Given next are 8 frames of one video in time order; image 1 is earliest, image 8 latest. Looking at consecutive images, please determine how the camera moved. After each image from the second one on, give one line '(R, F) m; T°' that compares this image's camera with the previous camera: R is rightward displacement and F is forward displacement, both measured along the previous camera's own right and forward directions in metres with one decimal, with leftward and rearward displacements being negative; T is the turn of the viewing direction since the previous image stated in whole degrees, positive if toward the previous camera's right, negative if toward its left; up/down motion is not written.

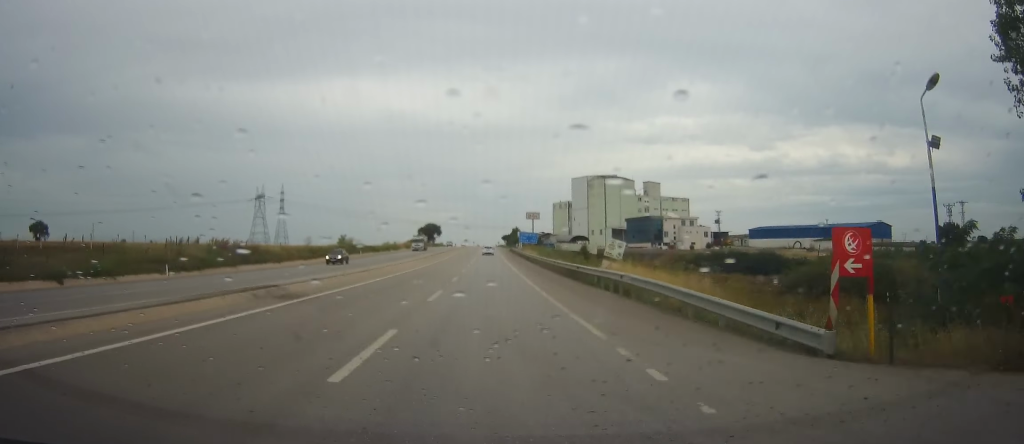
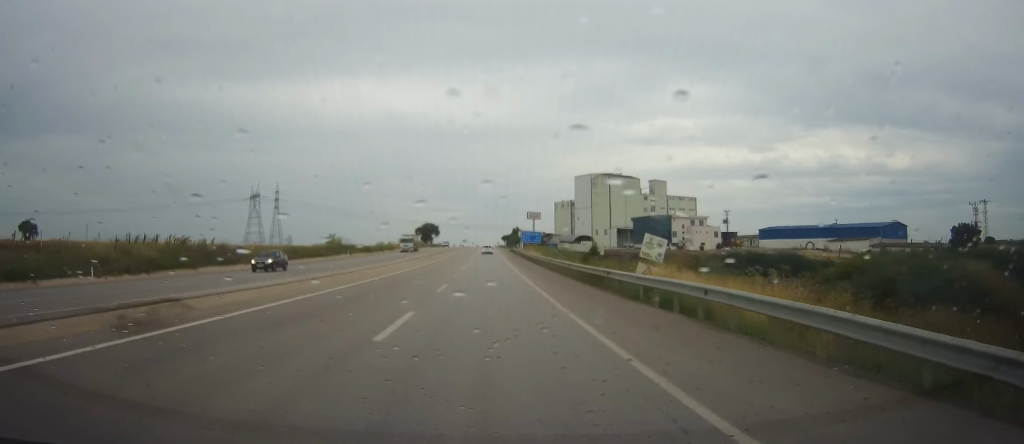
(-0.2, +8.9) m; 0°
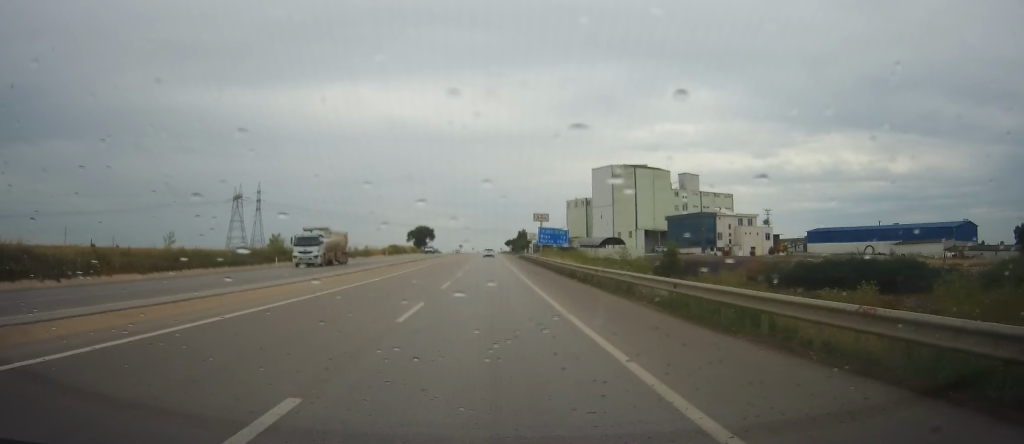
(0.0, +33.5) m; +1°
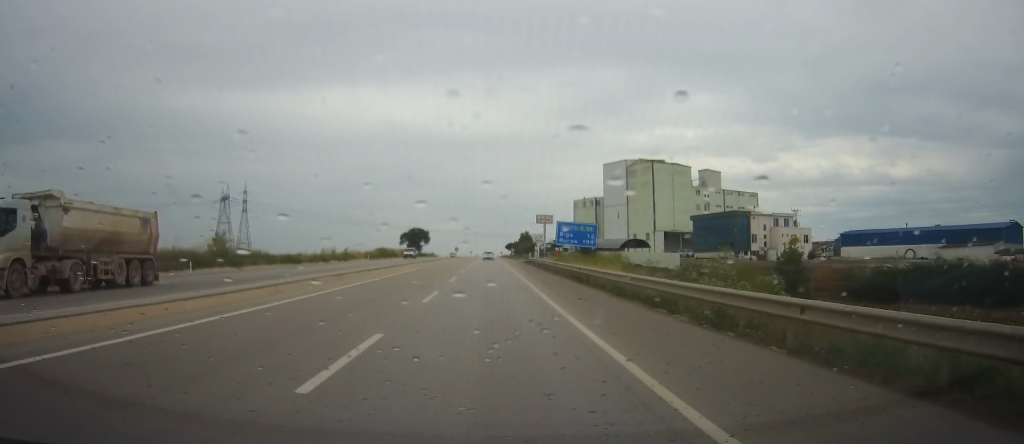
(+0.2, +19.1) m; 0°
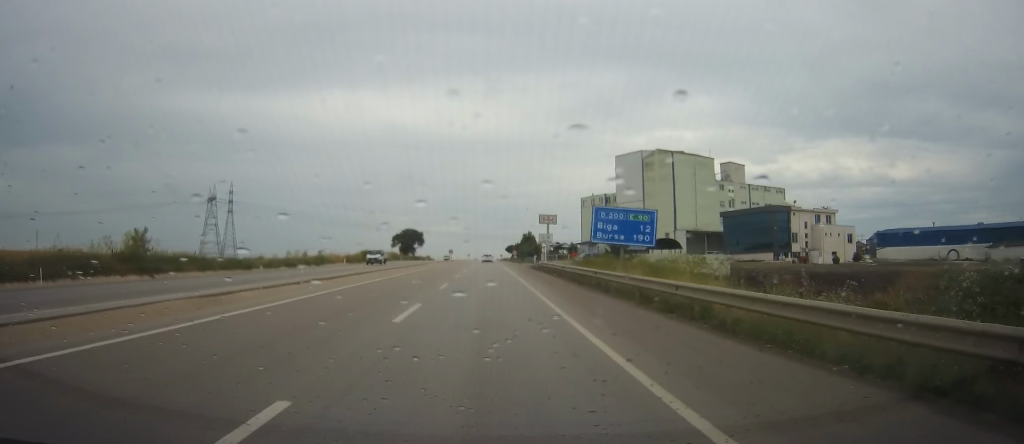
(-0.1, +18.9) m; -1°
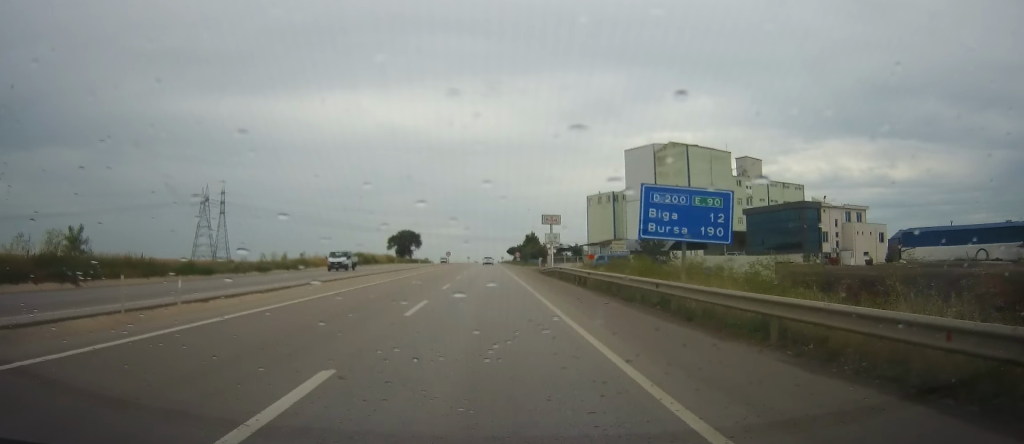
(0.0, +9.7) m; 0°
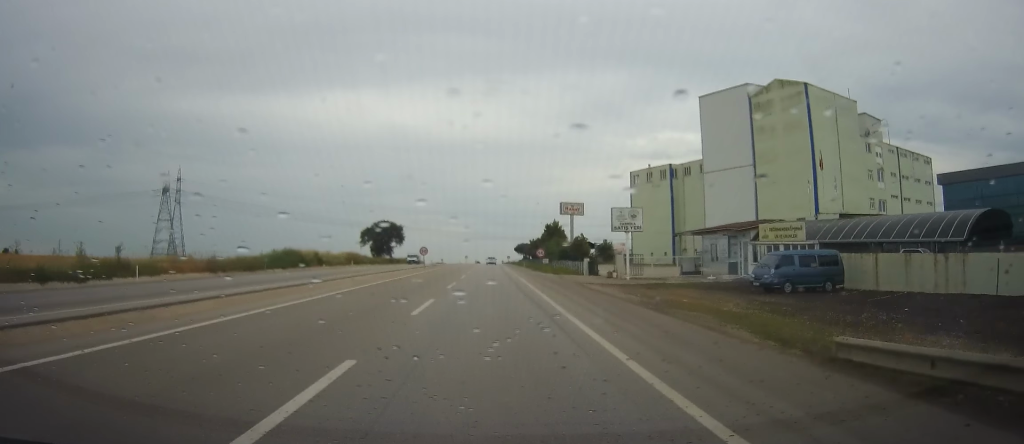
(+0.9, +48.5) m; +2°
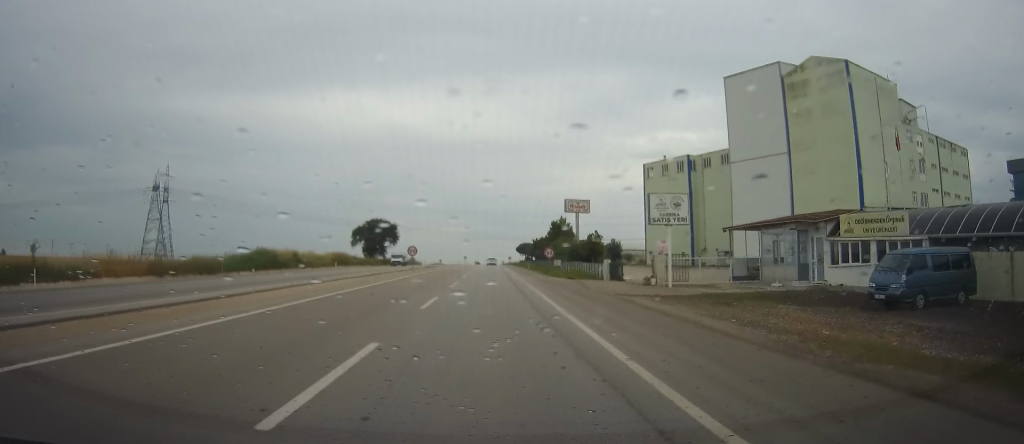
(+0.1, +10.7) m; 0°
